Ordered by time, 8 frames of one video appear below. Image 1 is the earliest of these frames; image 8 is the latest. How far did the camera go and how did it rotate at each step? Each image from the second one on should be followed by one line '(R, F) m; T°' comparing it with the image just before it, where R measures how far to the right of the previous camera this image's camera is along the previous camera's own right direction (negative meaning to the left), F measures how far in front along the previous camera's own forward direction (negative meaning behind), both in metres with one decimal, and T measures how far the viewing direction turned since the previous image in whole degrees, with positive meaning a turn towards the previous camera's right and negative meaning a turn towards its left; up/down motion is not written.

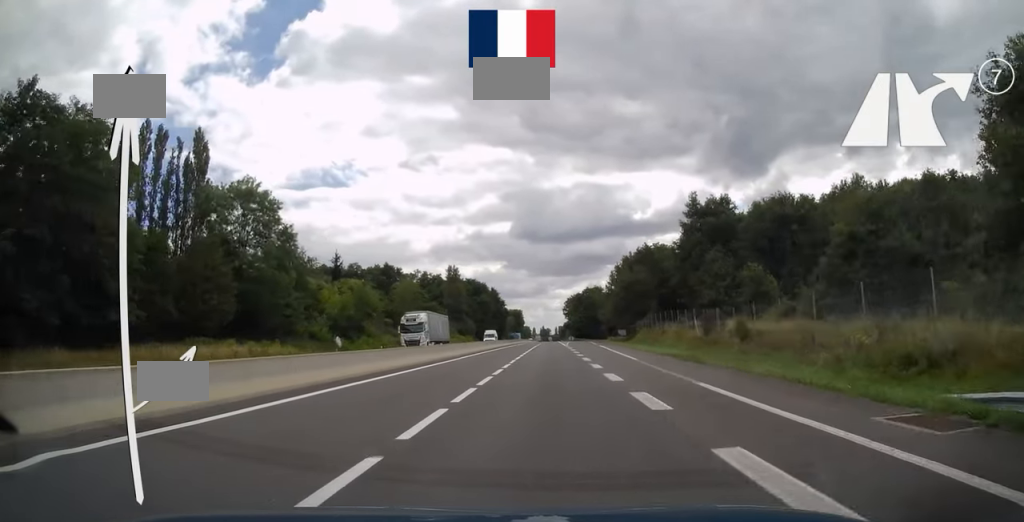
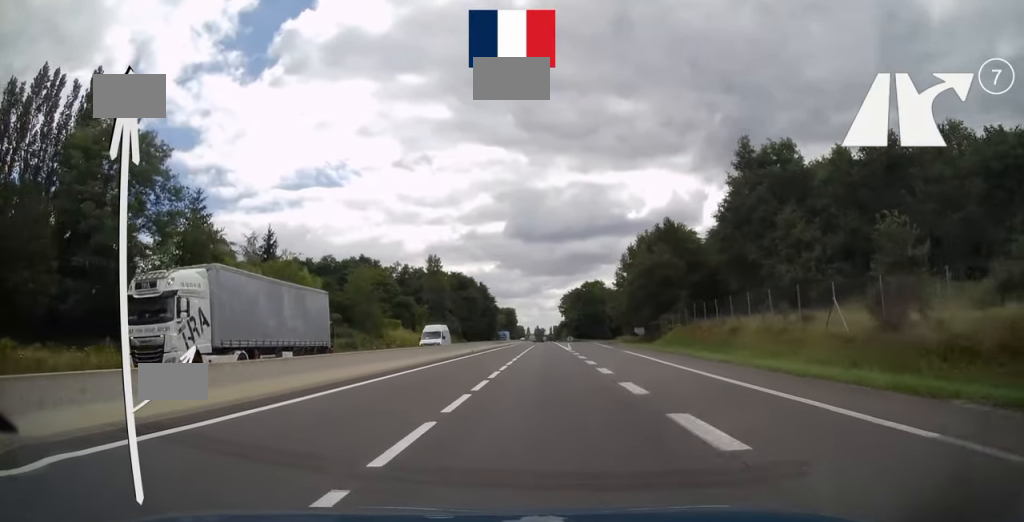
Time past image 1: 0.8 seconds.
(+0.2, +23.1) m; +1°
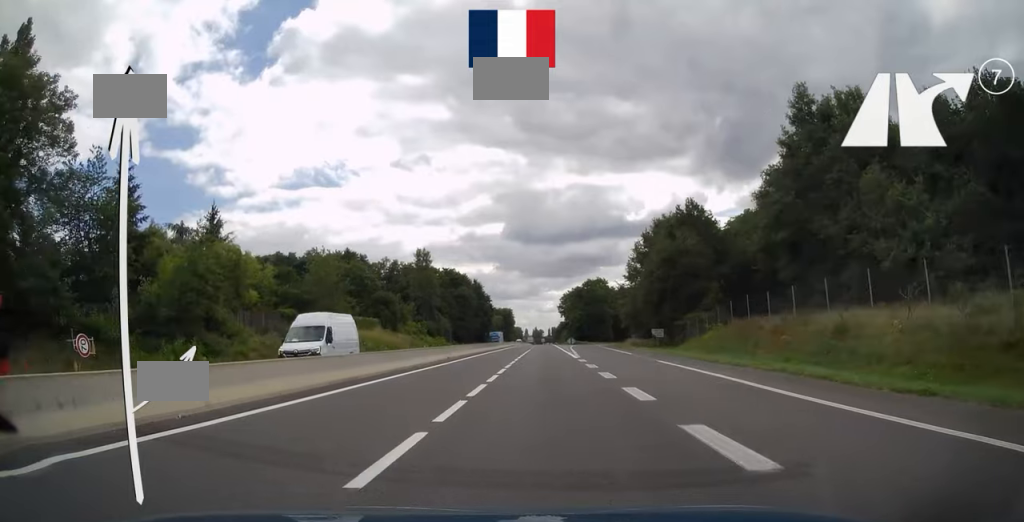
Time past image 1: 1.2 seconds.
(0.0, +13.8) m; 0°
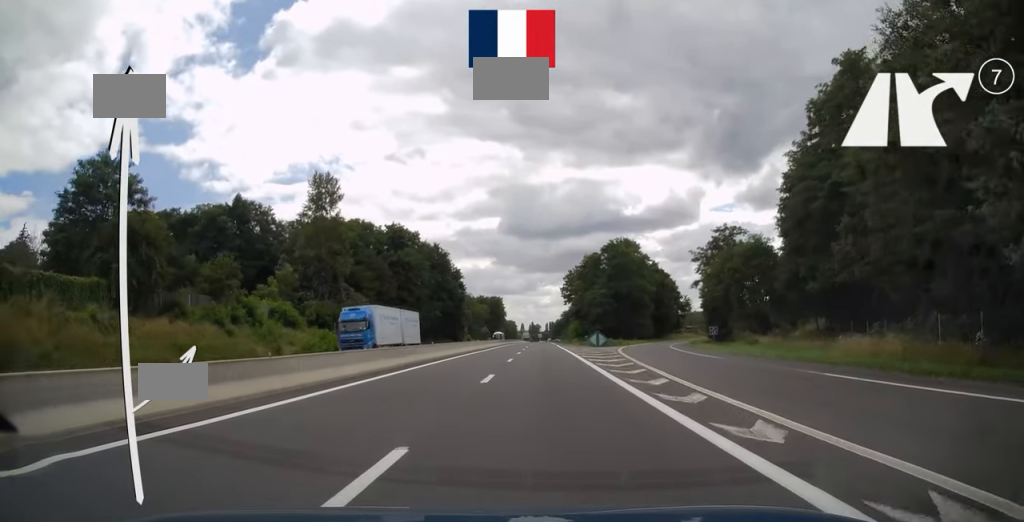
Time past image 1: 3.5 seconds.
(+0.6, +65.6) m; +1°
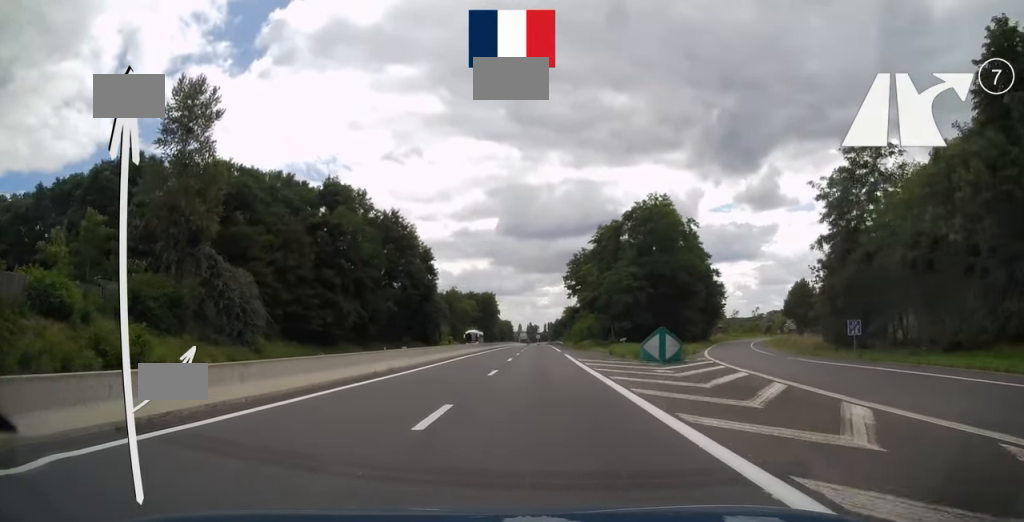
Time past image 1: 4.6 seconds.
(-0.2, +34.0) m; 0°
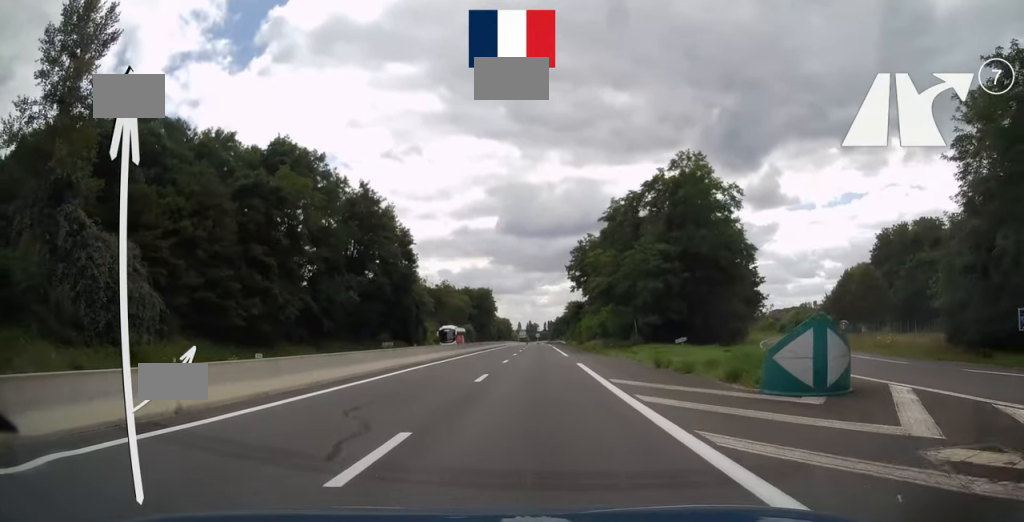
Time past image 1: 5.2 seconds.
(0.0, +16.3) m; 0°
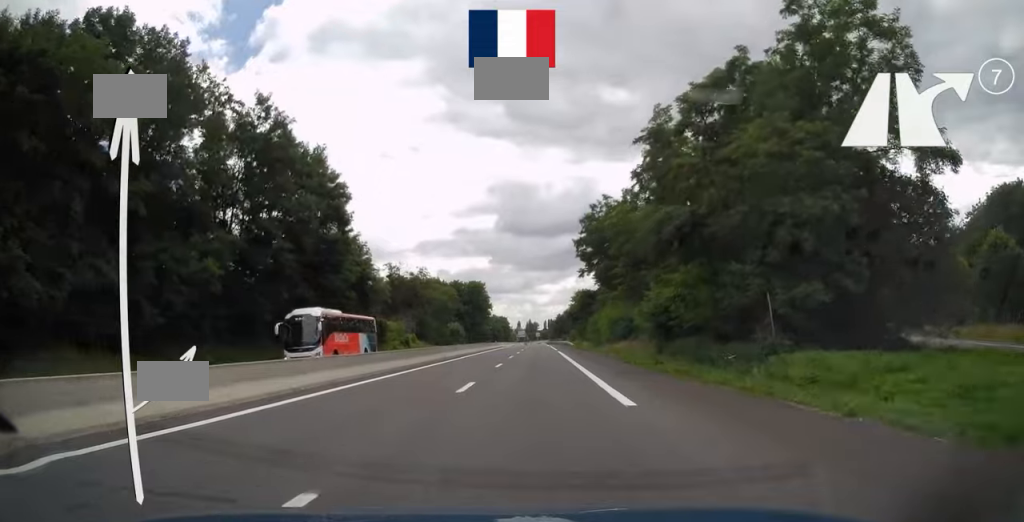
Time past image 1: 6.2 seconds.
(+0.1, +29.1) m; 0°
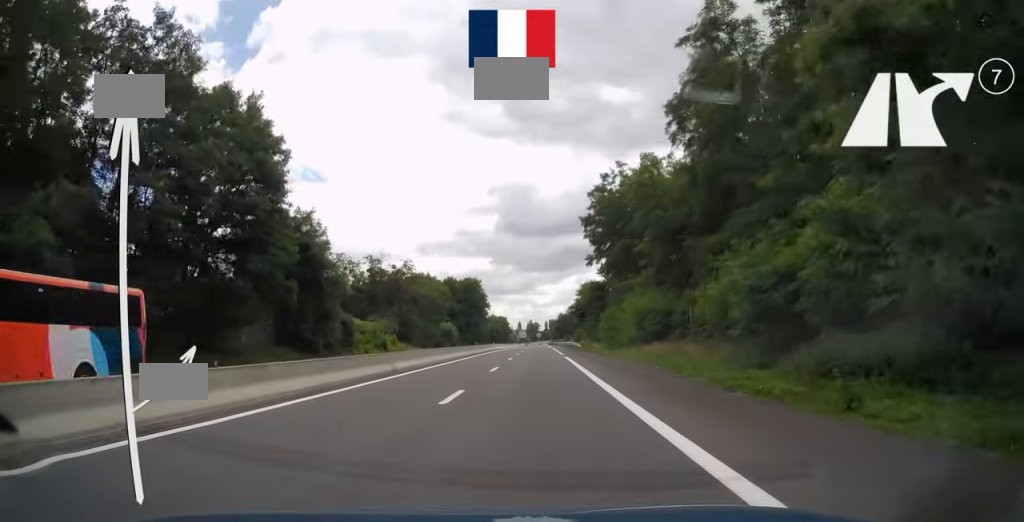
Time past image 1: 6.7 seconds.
(0.0, +15.3) m; 0°
